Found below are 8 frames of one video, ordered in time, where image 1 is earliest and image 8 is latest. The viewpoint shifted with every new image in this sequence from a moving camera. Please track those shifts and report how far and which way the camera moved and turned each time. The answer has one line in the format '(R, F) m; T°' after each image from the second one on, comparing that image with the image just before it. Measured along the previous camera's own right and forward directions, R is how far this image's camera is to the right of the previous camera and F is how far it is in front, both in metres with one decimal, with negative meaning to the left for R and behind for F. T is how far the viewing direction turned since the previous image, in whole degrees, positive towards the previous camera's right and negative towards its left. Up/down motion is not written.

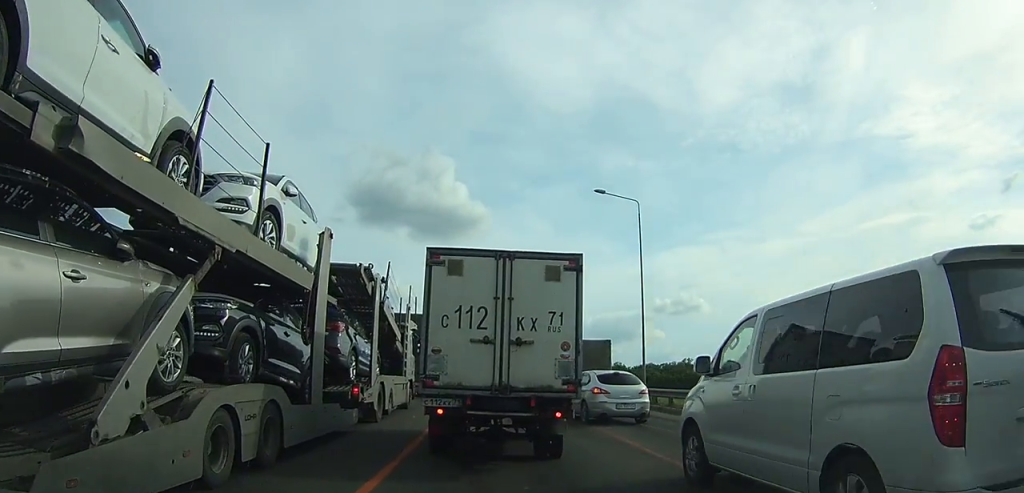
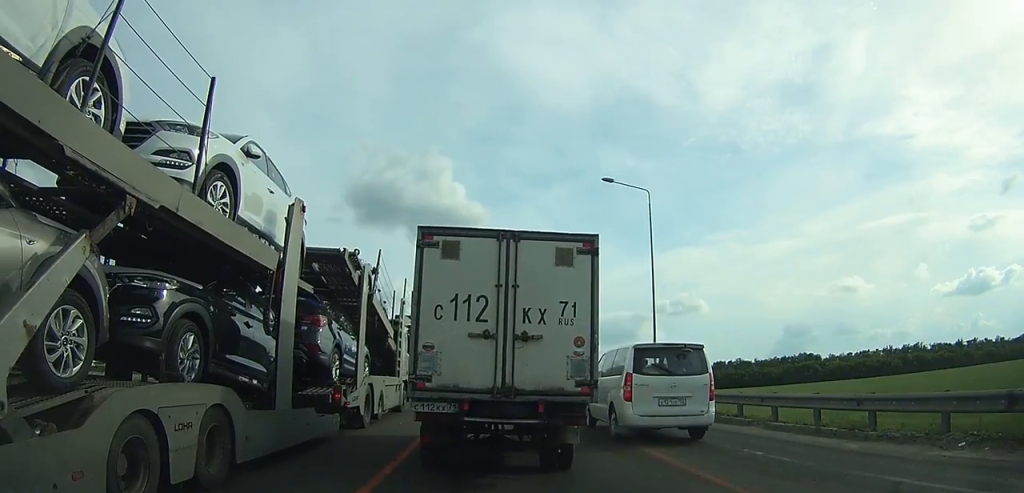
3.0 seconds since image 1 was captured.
(0.0, +4.5) m; 0°
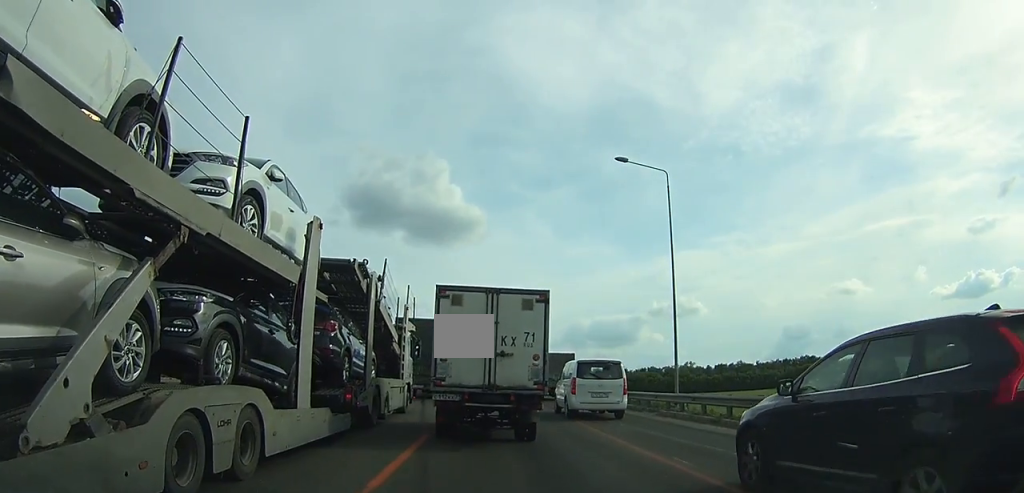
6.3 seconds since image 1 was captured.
(-0.1, +5.8) m; -2°
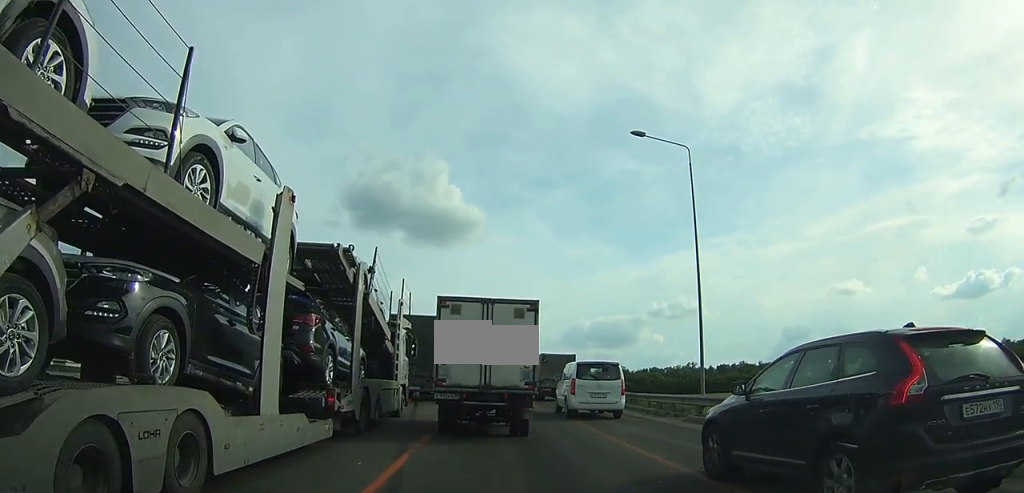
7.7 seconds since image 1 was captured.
(-0.1, +3.1) m; 0°
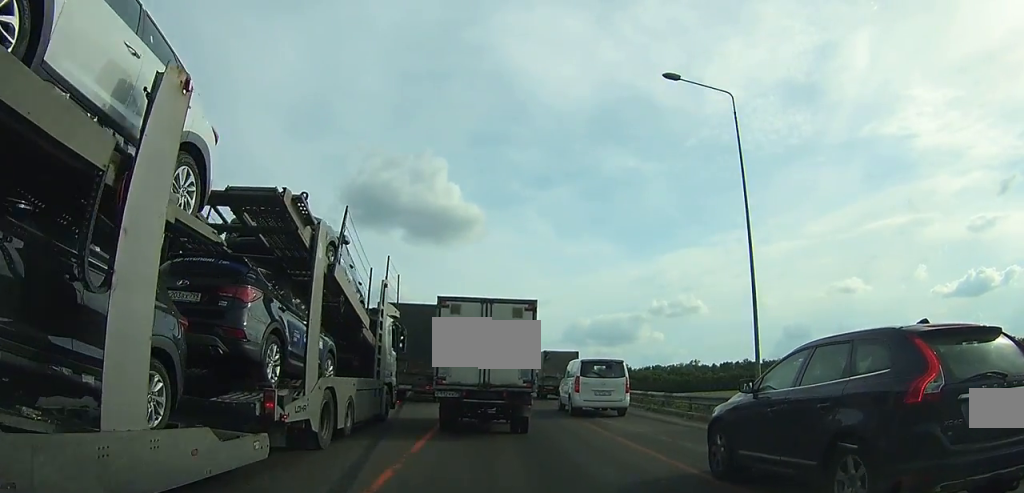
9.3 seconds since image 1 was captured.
(0.0, +3.6) m; 0°
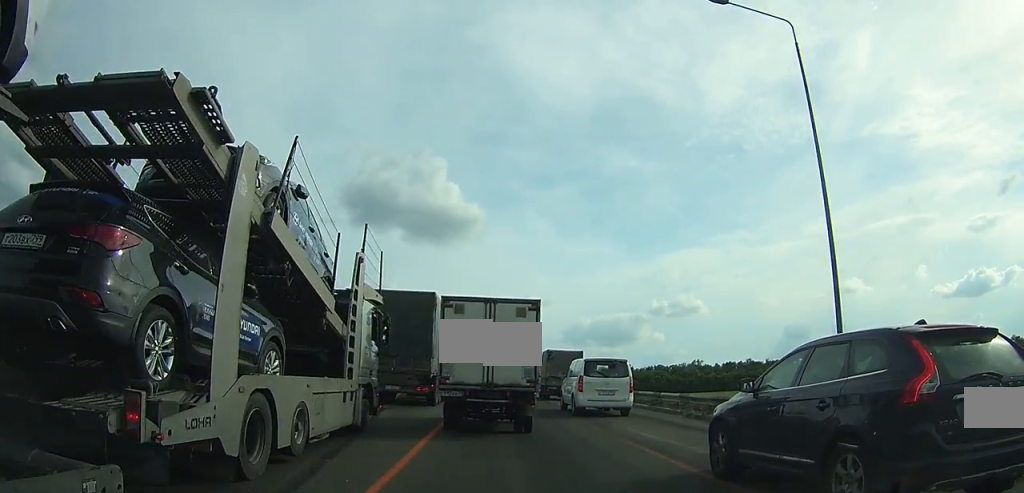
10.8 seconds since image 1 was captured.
(0.0, +3.6) m; +1°
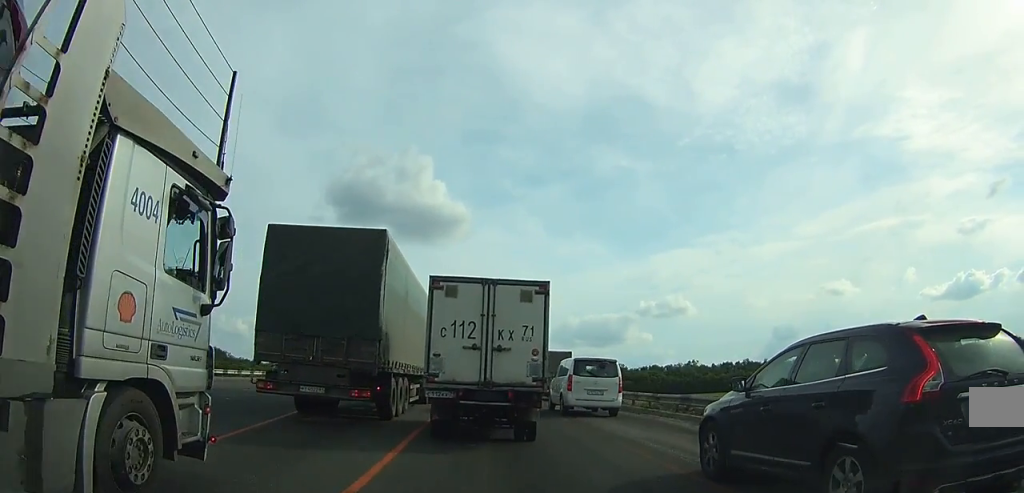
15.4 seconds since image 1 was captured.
(+0.2, +10.2) m; +2°
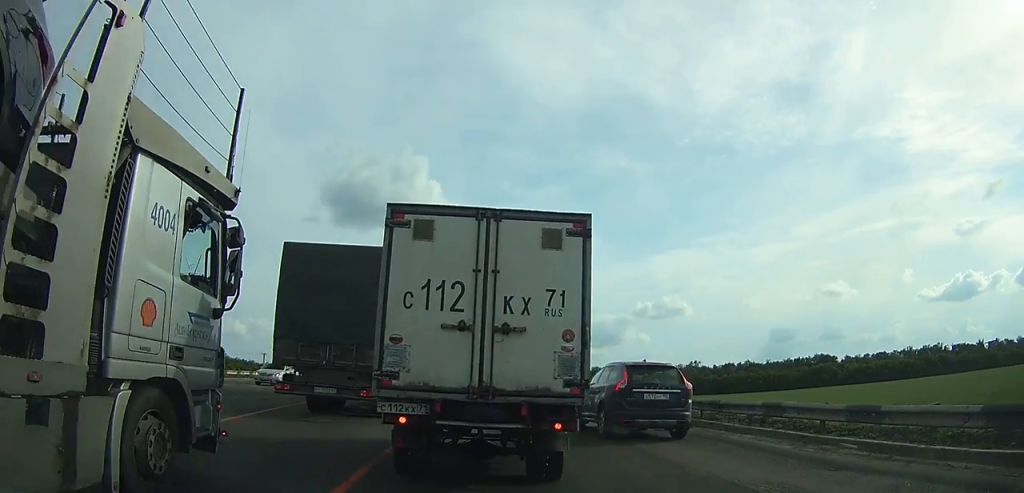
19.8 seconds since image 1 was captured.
(0.0, +6.4) m; -3°
